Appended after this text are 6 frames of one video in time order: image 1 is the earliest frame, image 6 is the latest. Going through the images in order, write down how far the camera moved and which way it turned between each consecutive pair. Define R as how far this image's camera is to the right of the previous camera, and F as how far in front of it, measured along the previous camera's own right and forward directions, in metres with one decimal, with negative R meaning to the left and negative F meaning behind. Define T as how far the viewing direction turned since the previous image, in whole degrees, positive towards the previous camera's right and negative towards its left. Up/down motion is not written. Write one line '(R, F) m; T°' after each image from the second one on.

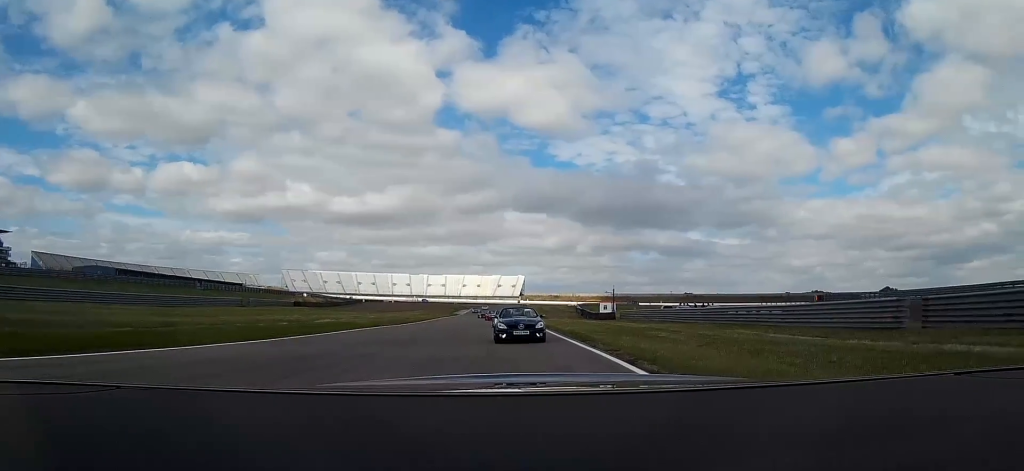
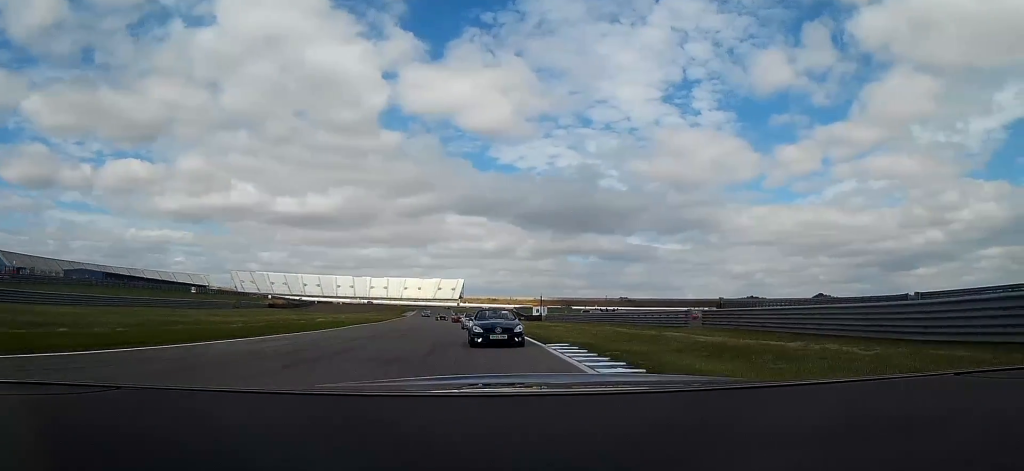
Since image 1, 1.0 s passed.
(+0.4, +18.0) m; +4°
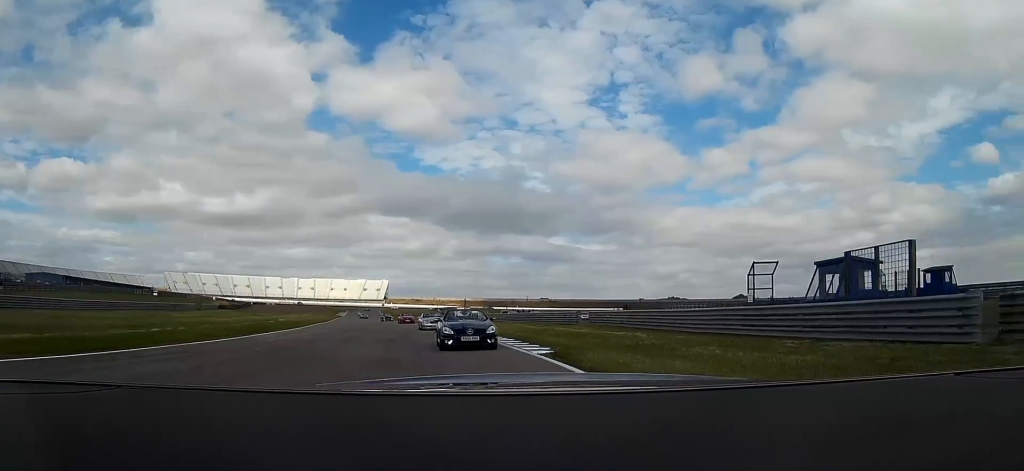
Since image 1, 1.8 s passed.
(+0.2, +12.9) m; +4°
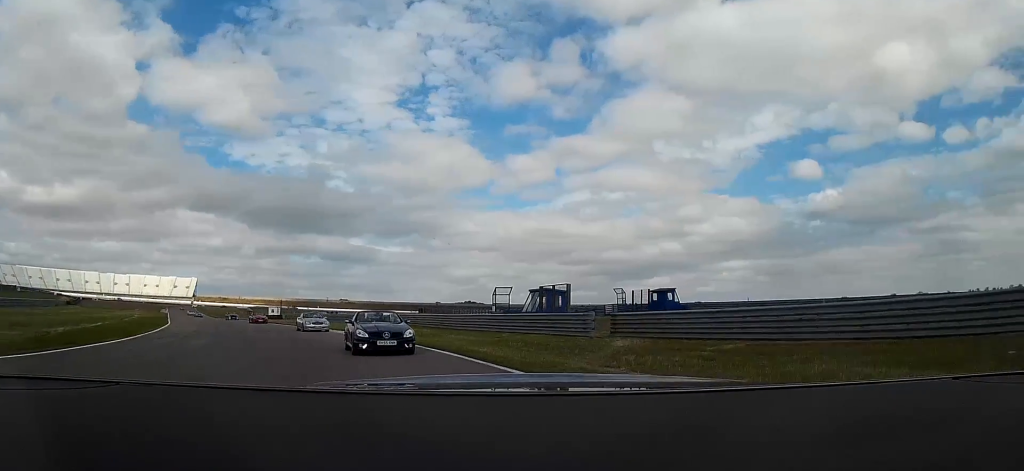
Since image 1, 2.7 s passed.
(+0.6, +15.4) m; +9°
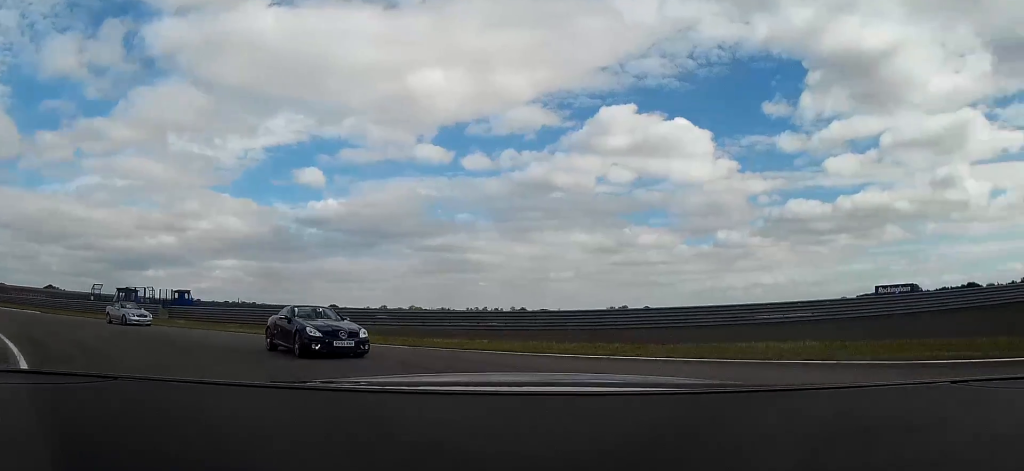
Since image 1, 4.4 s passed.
(+8.3, +21.9) m; +49°
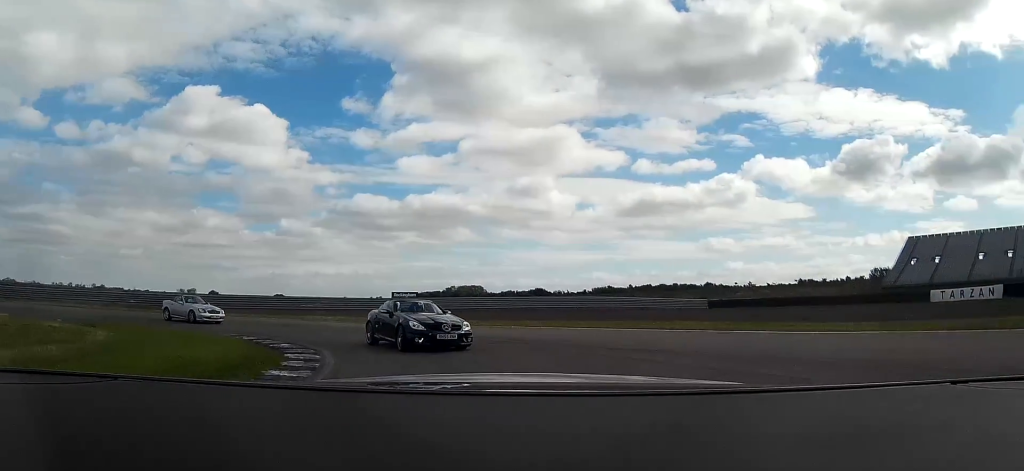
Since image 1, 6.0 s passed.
(+9.1, +17.9) m; +48°
